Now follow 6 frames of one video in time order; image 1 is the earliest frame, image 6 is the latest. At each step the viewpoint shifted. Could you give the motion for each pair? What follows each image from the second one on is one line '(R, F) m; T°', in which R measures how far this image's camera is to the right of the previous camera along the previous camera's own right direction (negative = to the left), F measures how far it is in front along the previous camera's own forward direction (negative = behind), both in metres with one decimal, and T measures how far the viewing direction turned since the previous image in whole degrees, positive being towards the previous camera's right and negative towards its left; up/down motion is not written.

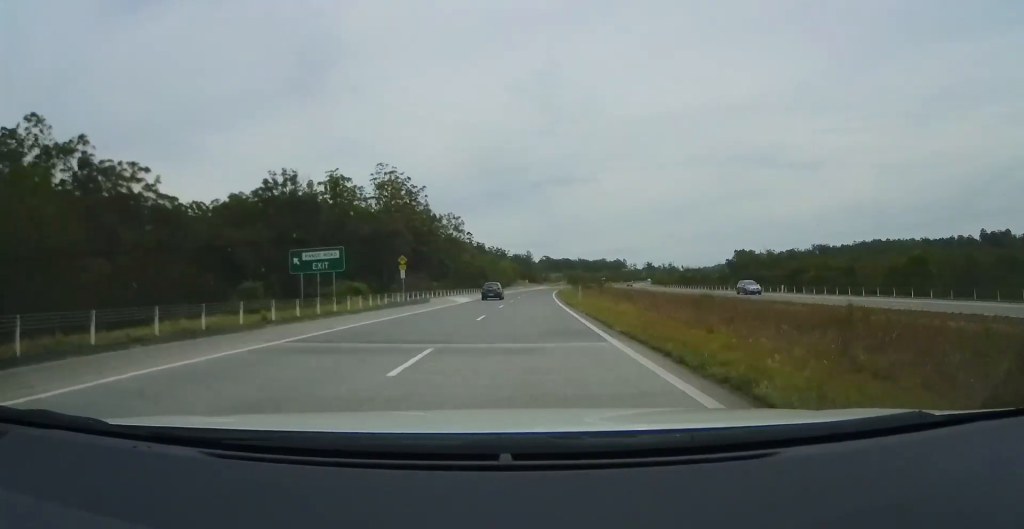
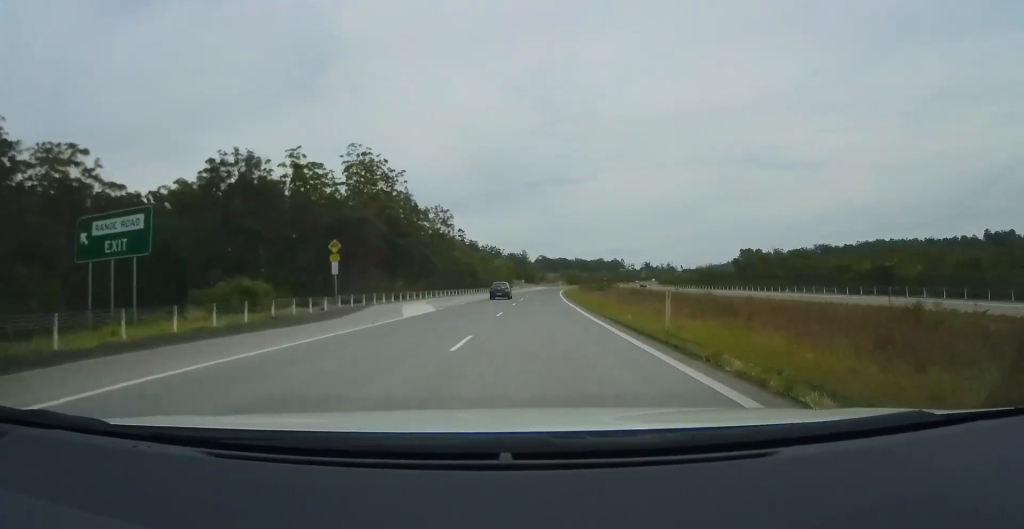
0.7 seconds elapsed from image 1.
(-0.1, +21.3) m; +1°
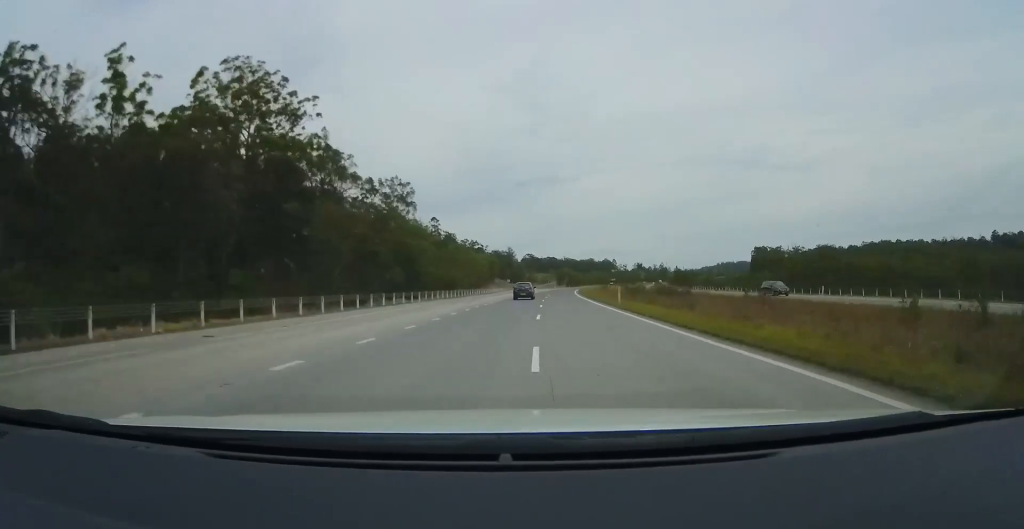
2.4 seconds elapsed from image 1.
(+1.4, +48.3) m; +2°
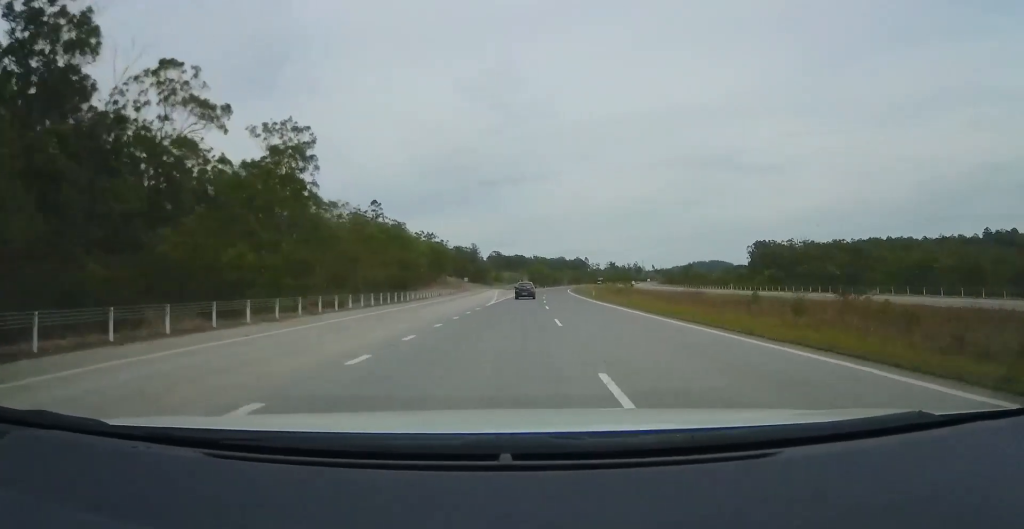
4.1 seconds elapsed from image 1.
(+0.4, +50.9) m; +3°
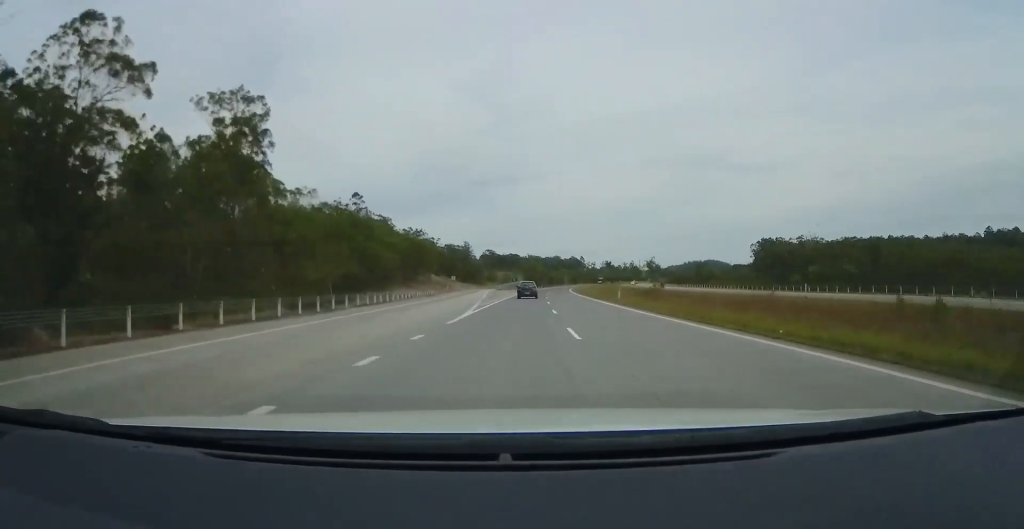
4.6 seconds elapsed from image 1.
(+0.3, +15.5) m; +1°
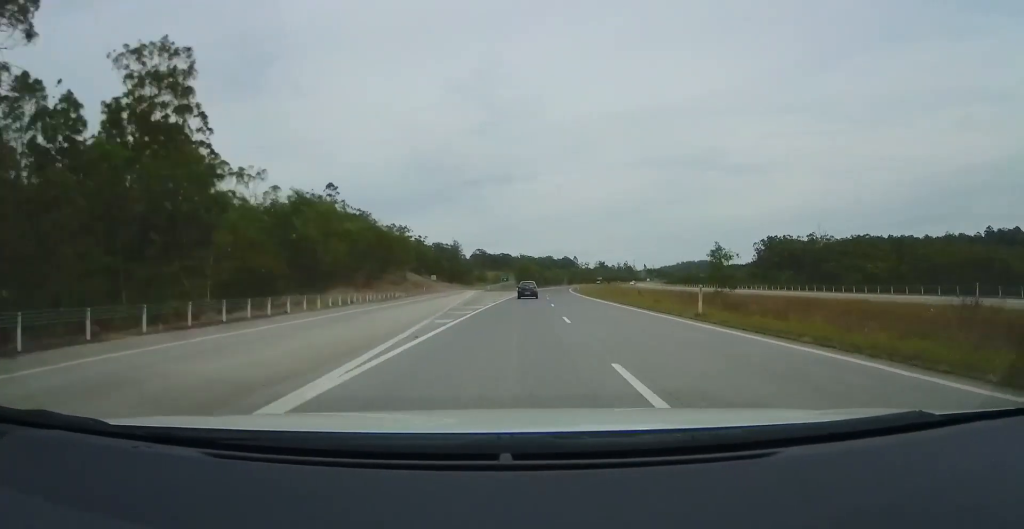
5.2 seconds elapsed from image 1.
(+0.2, +17.8) m; +1°
